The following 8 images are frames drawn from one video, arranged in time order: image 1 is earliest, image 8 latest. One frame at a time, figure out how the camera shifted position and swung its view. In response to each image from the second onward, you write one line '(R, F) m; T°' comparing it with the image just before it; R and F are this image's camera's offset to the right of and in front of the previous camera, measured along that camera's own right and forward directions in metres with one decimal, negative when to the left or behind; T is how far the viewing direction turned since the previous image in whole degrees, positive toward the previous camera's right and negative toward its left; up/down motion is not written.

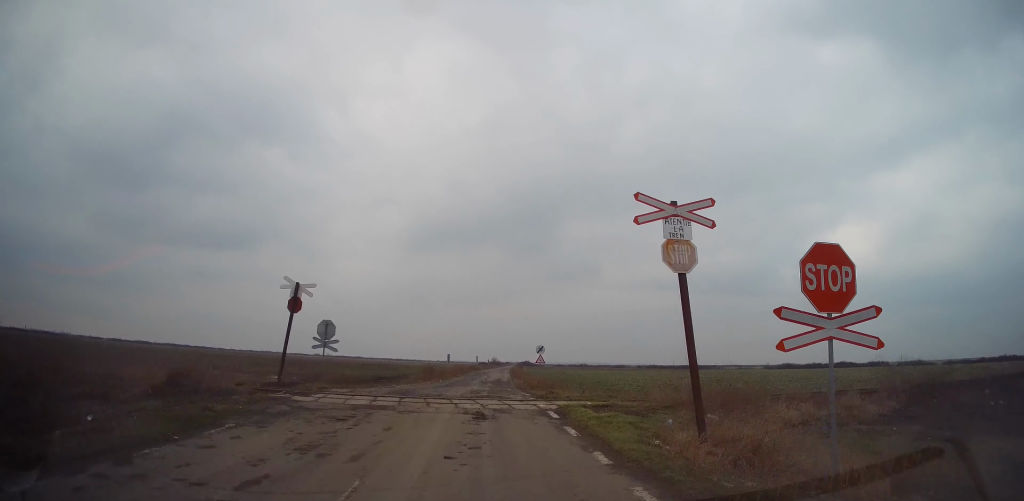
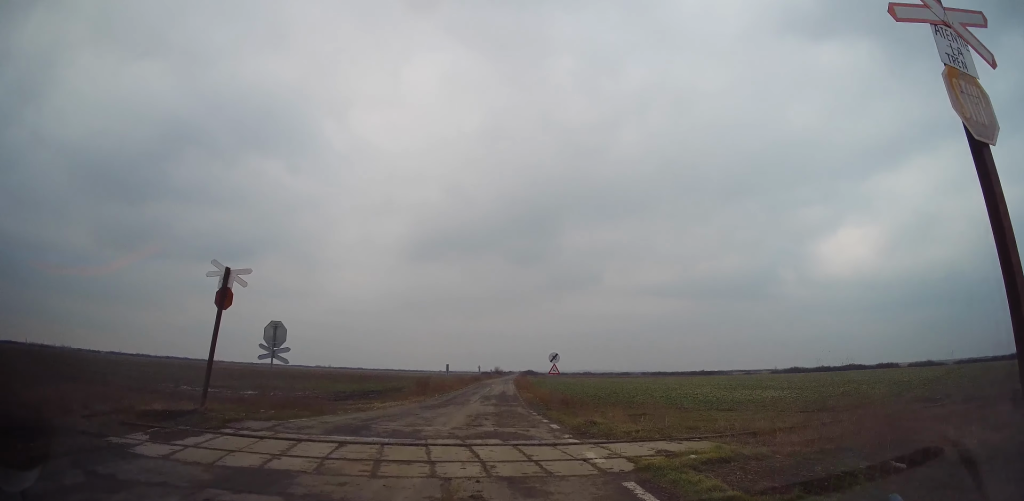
(+0.2, +6.9) m; -7°
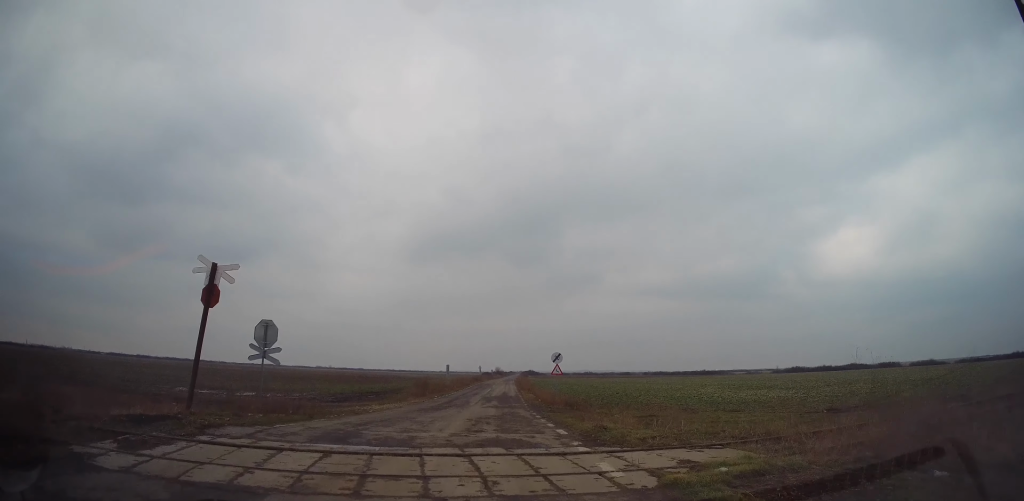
(-0.1, +1.4) m; -3°
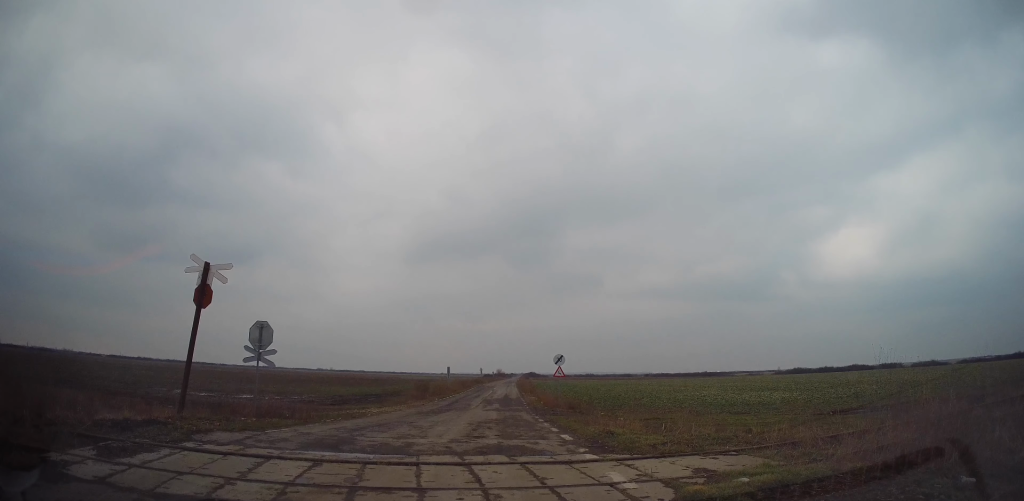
(+0.4, +1.9) m; 0°
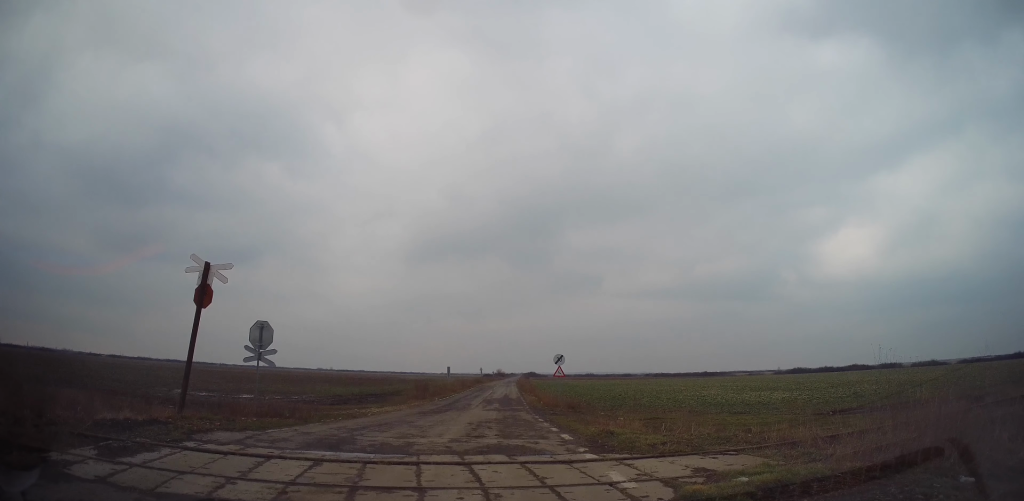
(+0.2, +0.3) m; 0°
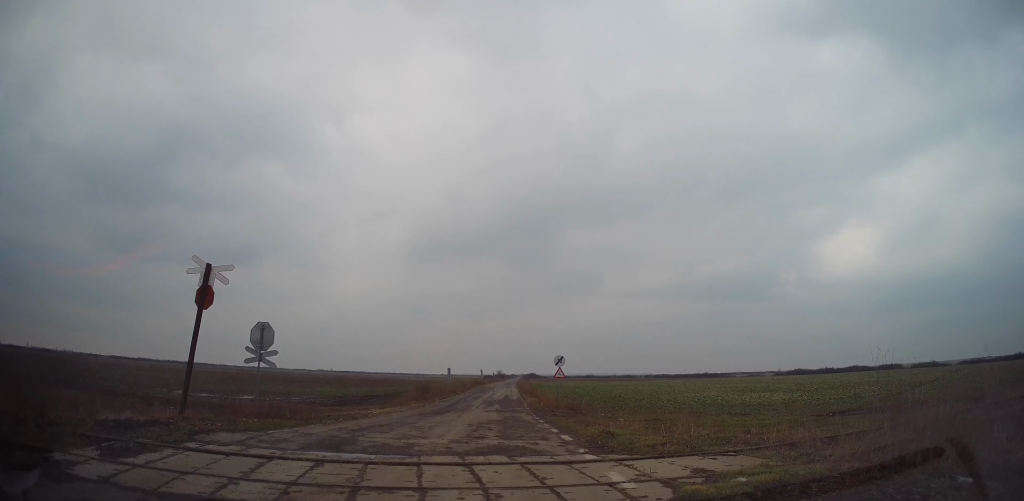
(+0.1, +0.2) m; 0°
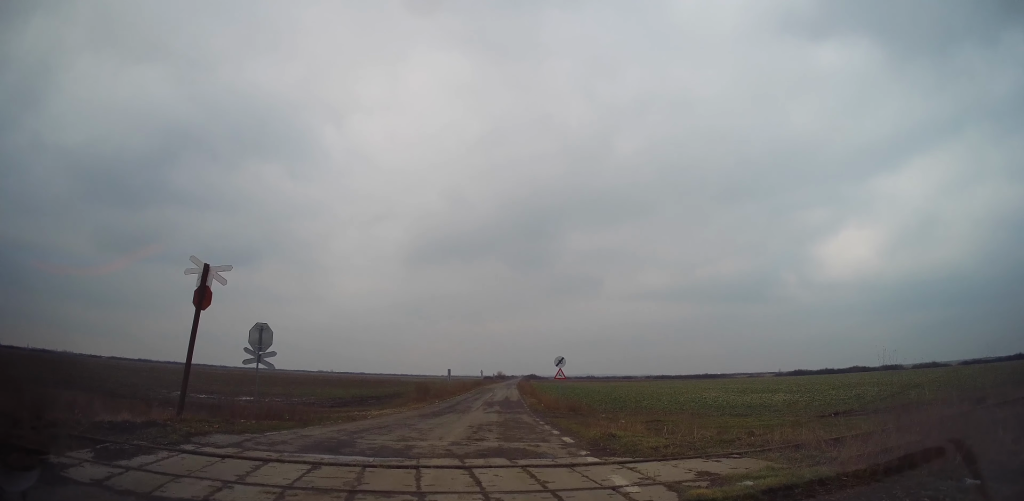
(+0.1, +0.1) m; 0°
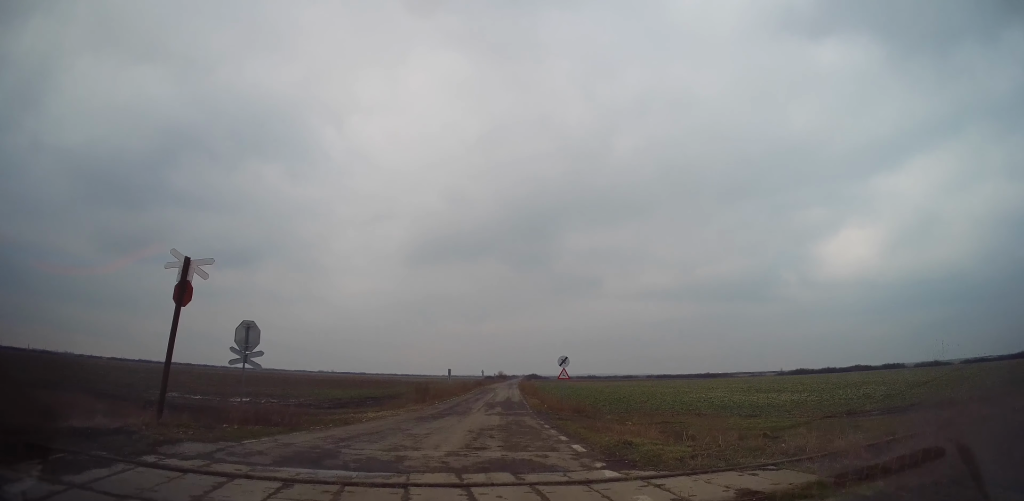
(+0.1, +0.2) m; 0°
